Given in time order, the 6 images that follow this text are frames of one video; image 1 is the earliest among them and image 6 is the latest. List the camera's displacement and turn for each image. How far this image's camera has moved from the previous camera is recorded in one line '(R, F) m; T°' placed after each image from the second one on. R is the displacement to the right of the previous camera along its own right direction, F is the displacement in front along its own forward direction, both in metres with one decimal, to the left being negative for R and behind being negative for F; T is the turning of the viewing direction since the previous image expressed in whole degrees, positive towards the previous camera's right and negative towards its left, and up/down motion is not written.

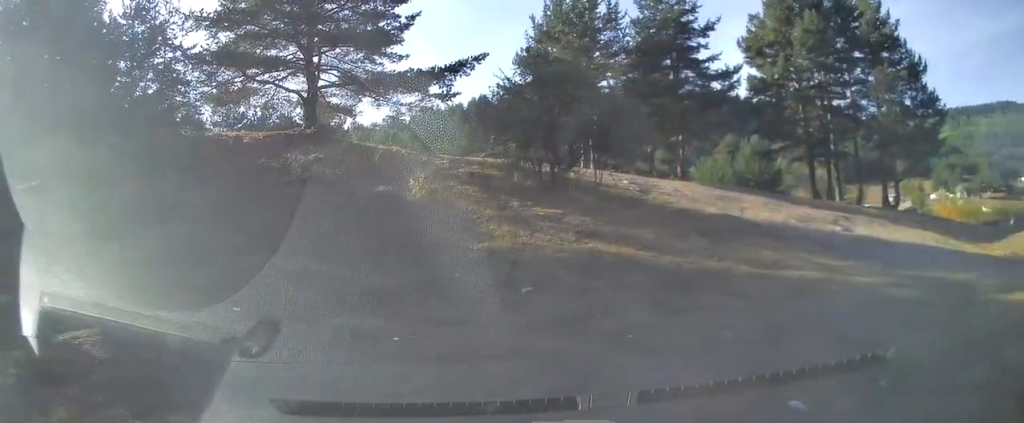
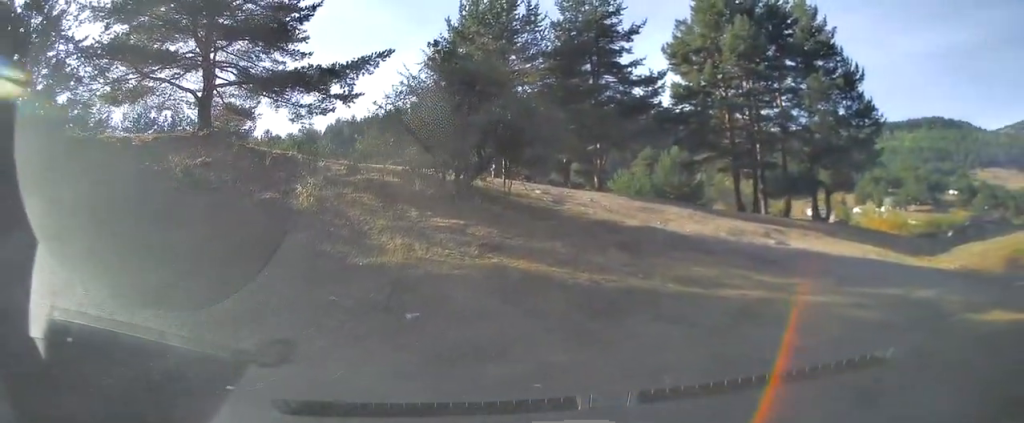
(0.0, +2.1) m; +3°
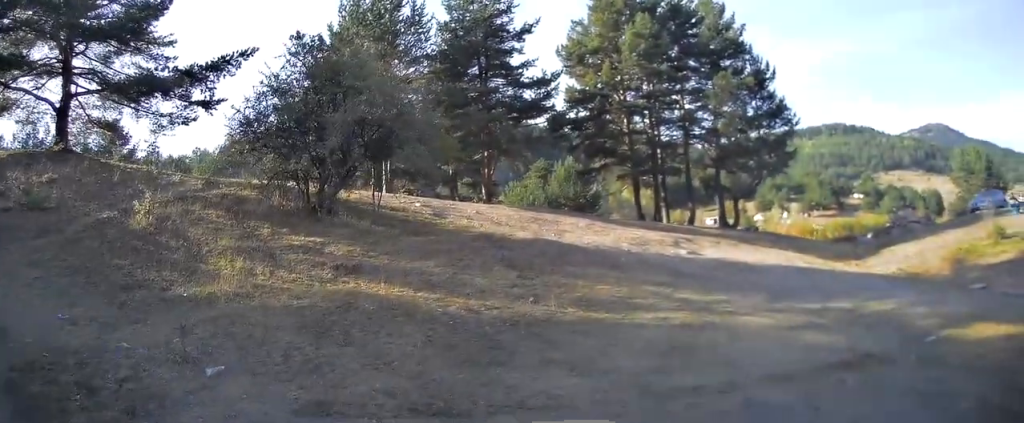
(+0.1, +2.5) m; +8°
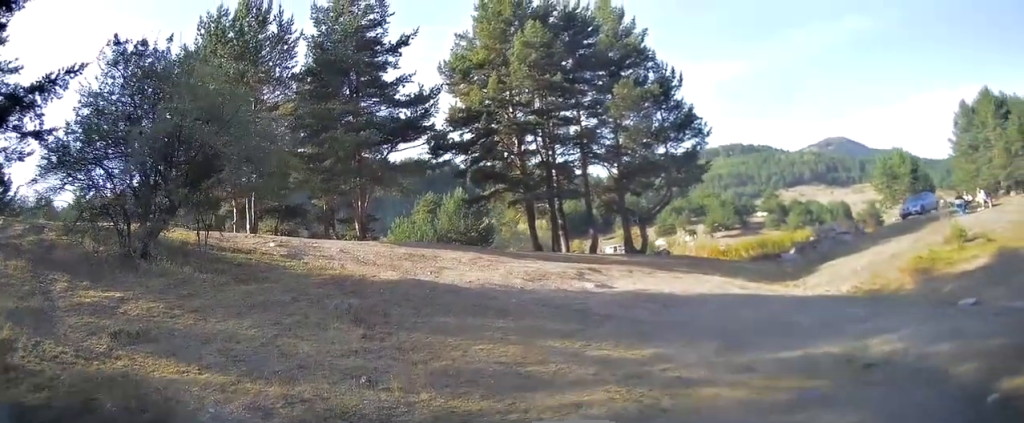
(+0.5, +3.5) m; +9°
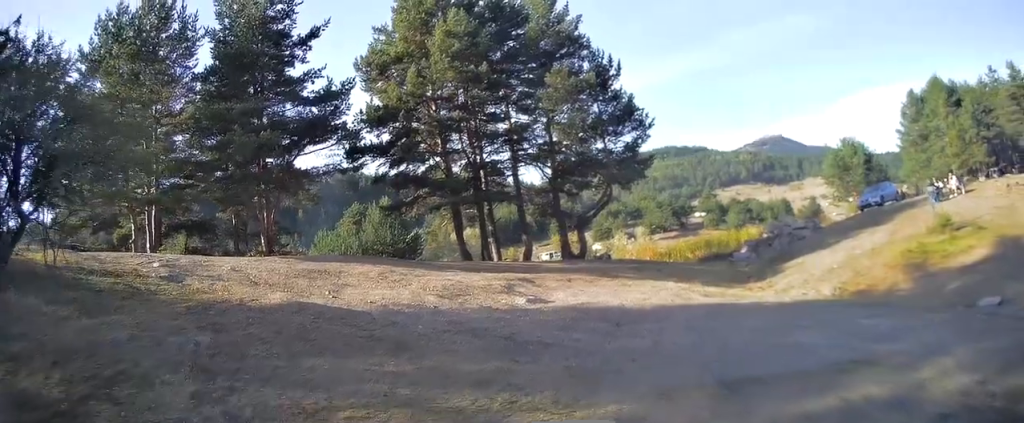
(0.0, +2.9) m; -1°
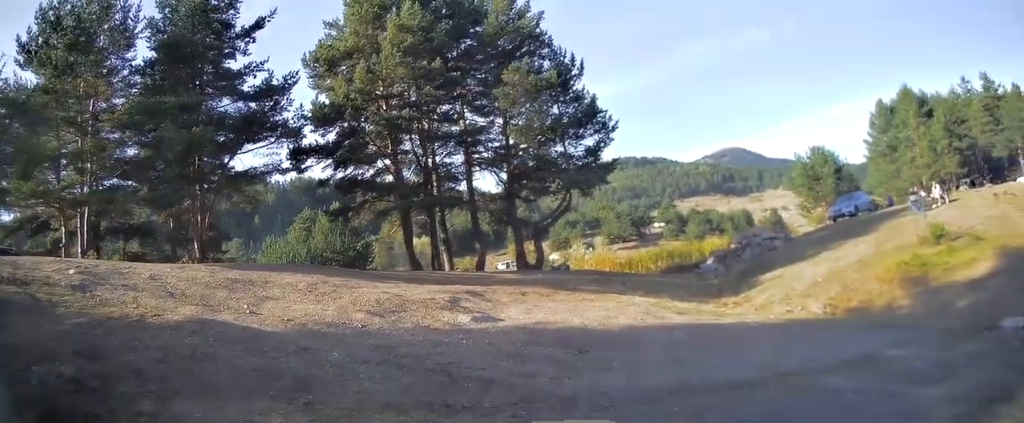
(0.0, +2.0) m; -3°
